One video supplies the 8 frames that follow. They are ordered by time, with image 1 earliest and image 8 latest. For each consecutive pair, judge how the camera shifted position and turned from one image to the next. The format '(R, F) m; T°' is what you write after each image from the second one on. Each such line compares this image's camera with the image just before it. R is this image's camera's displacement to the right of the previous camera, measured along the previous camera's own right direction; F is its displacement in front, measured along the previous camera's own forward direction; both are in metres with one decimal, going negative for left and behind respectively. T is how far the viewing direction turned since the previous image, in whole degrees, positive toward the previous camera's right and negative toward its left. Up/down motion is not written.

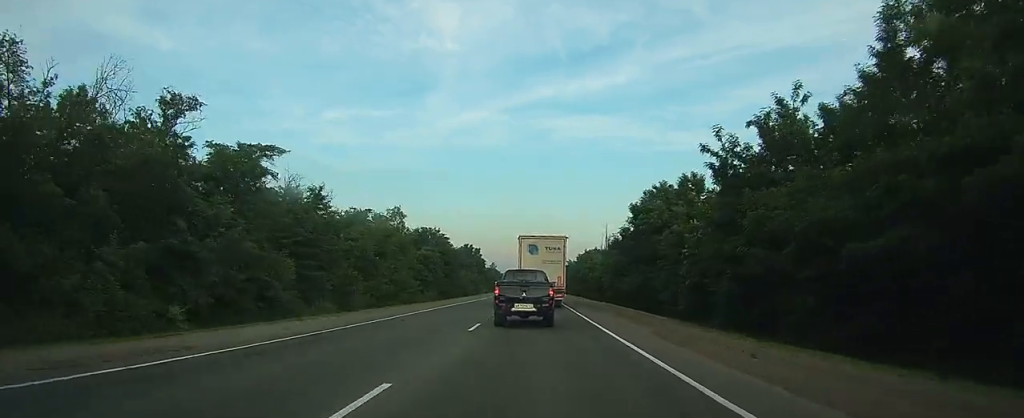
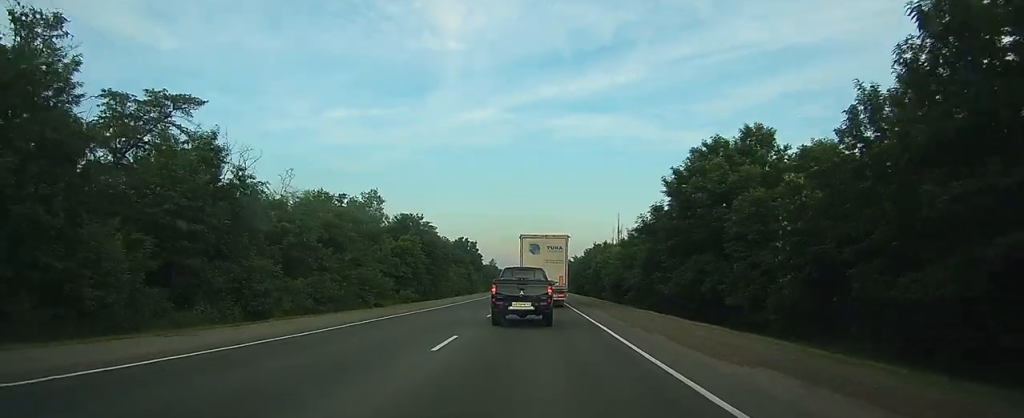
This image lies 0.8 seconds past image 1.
(0.0, +17.7) m; 0°
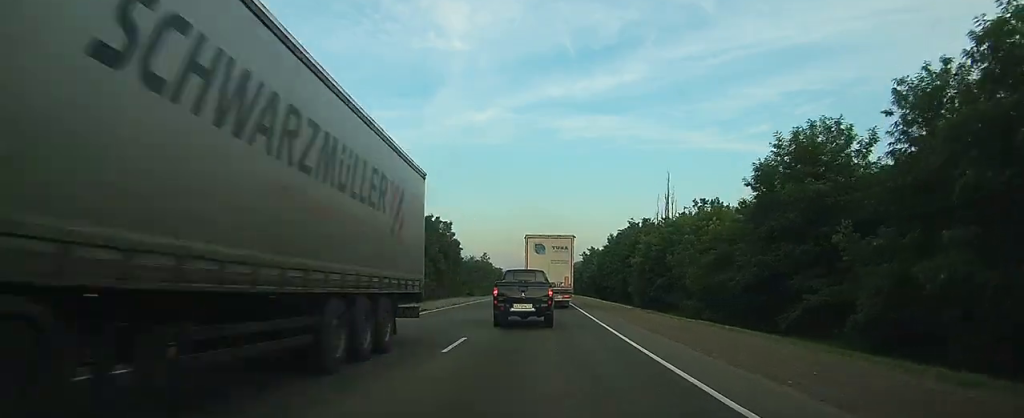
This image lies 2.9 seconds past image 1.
(-0.4, +48.7) m; -1°
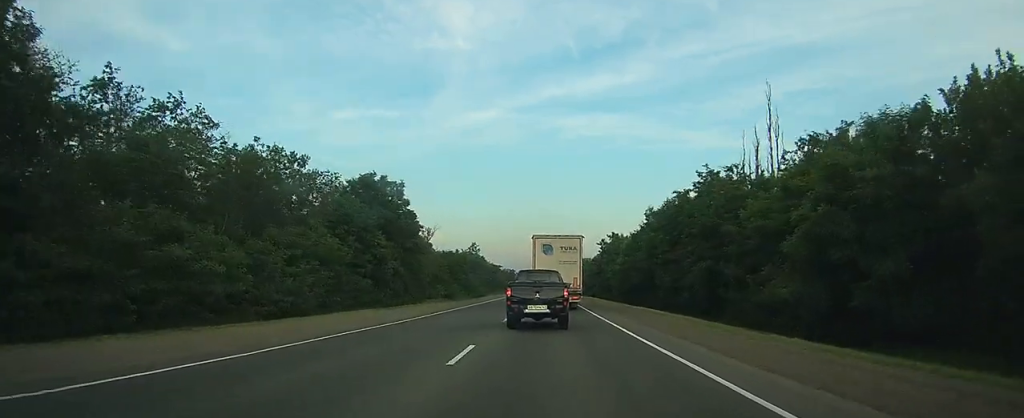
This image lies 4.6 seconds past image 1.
(0.0, +37.7) m; 0°
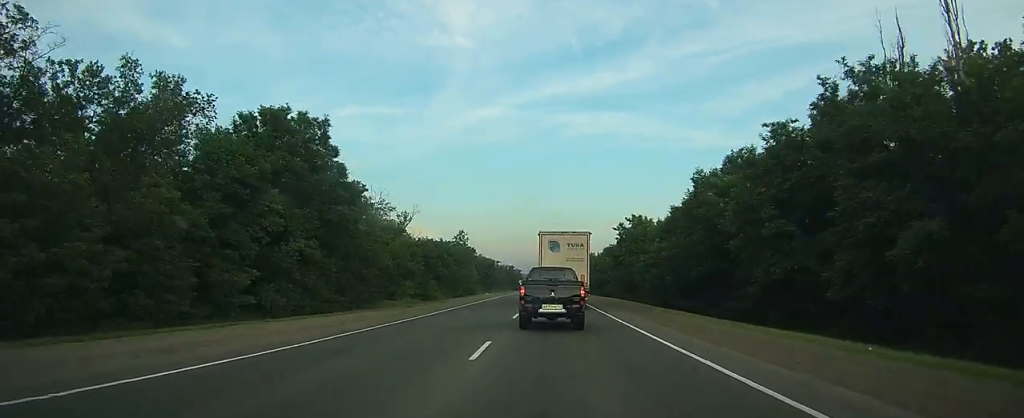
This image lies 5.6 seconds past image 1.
(-0.2, +23.4) m; -1°
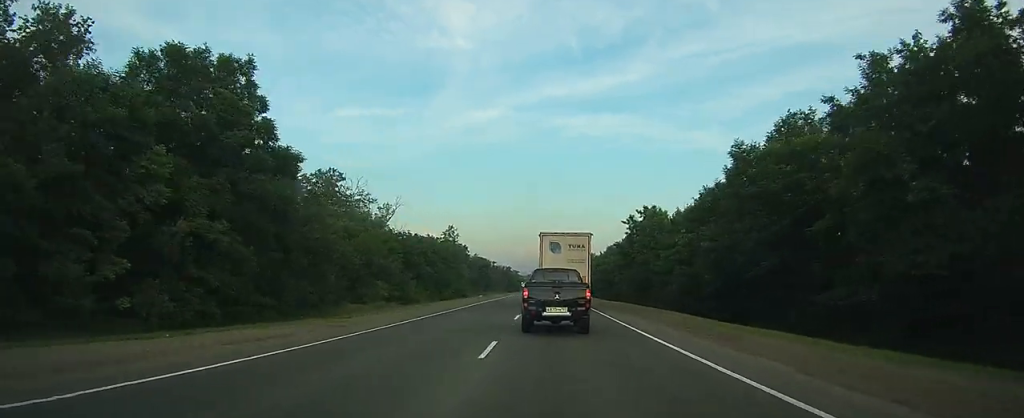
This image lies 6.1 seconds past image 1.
(0.0, +11.3) m; 0°
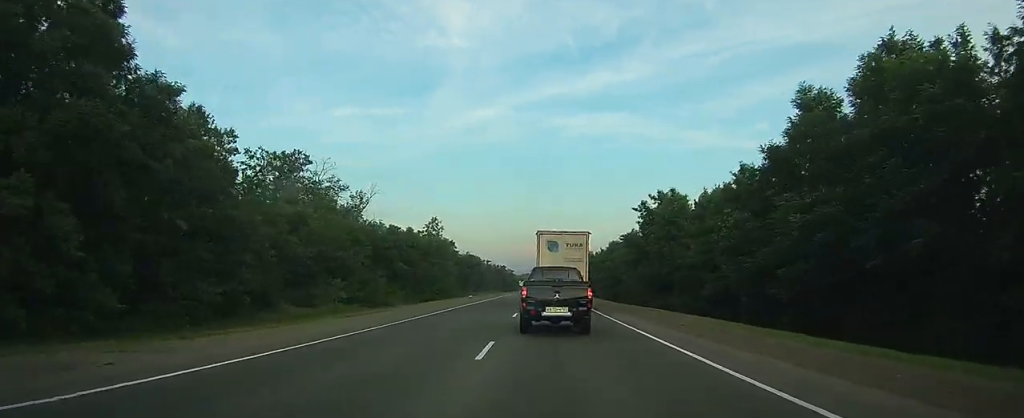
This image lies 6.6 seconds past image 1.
(0.0, +12.1) m; 0°
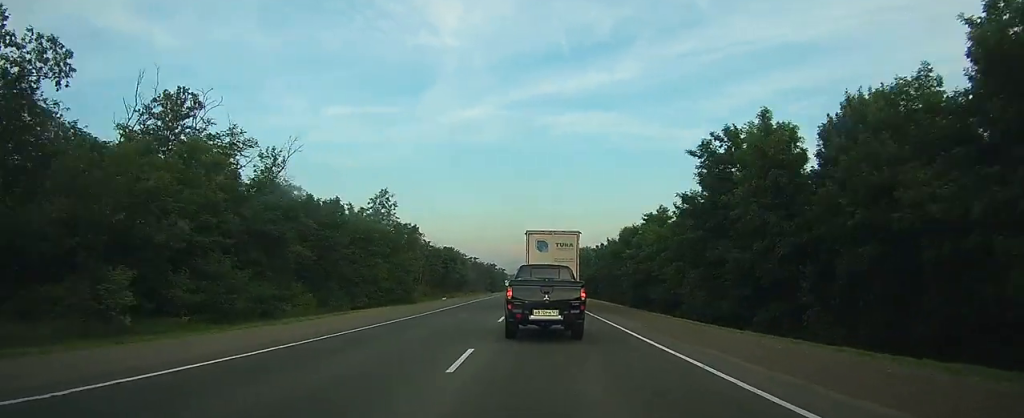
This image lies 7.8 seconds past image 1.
(+0.1, +26.4) m; 0°
